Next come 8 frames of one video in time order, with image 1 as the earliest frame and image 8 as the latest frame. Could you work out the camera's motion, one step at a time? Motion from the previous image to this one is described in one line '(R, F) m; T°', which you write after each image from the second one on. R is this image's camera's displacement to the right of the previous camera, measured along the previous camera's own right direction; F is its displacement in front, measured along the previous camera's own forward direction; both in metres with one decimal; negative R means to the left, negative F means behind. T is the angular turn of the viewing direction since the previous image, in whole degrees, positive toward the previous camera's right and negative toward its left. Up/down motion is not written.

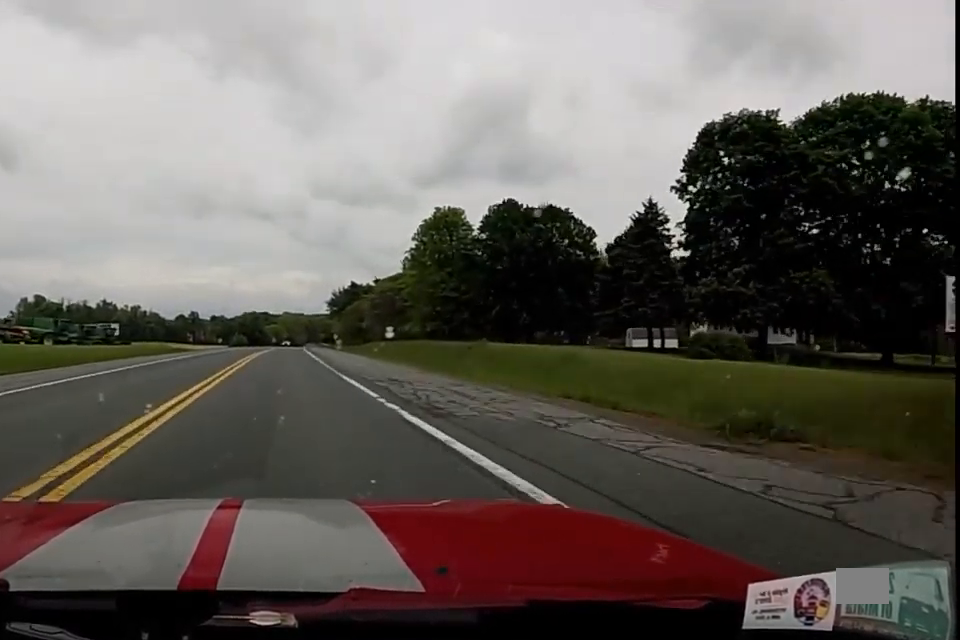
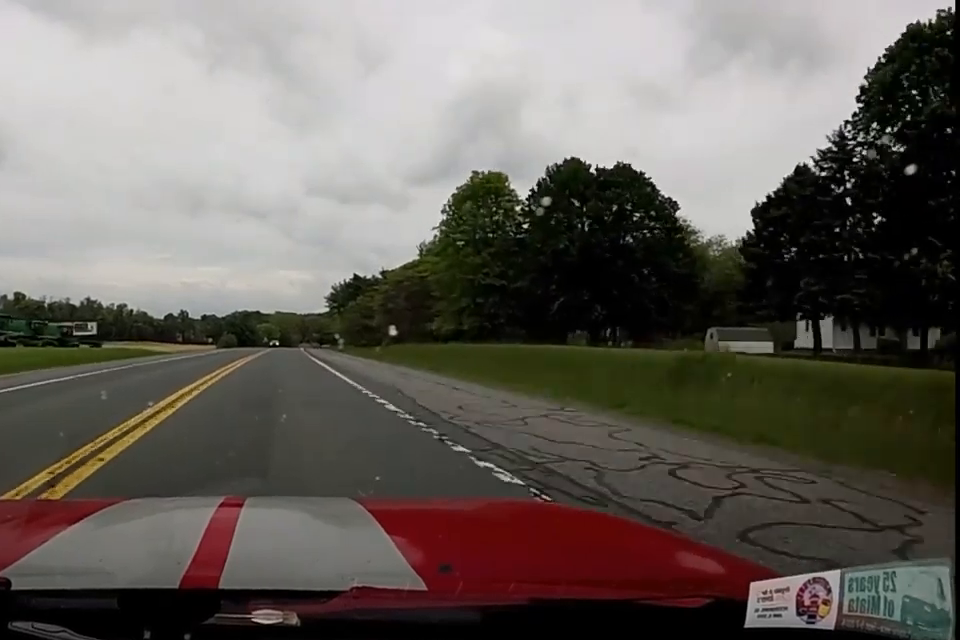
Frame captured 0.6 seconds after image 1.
(0.0, +16.8) m; 0°
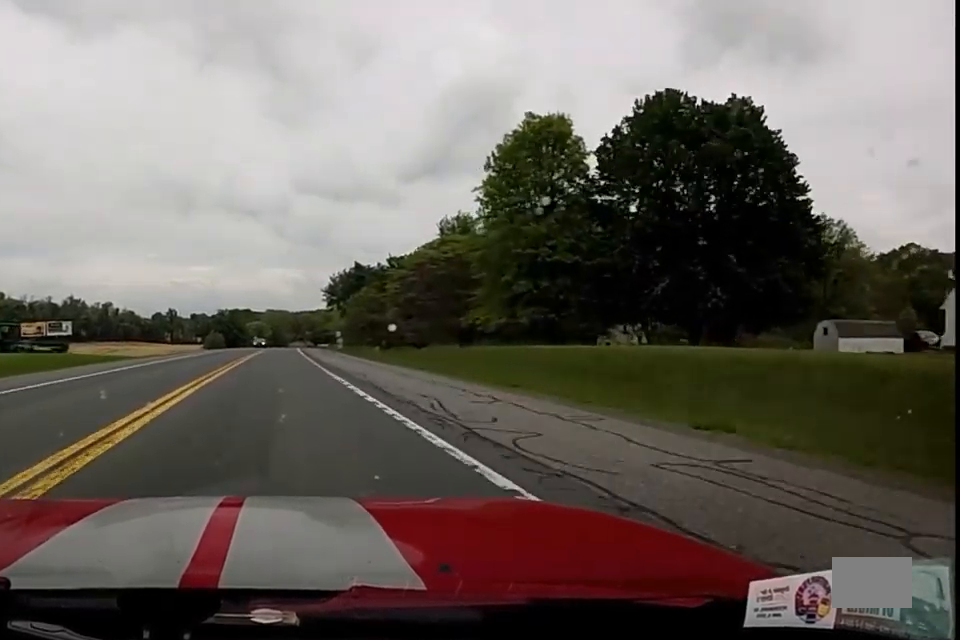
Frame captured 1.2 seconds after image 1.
(0.0, +15.0) m; 0°
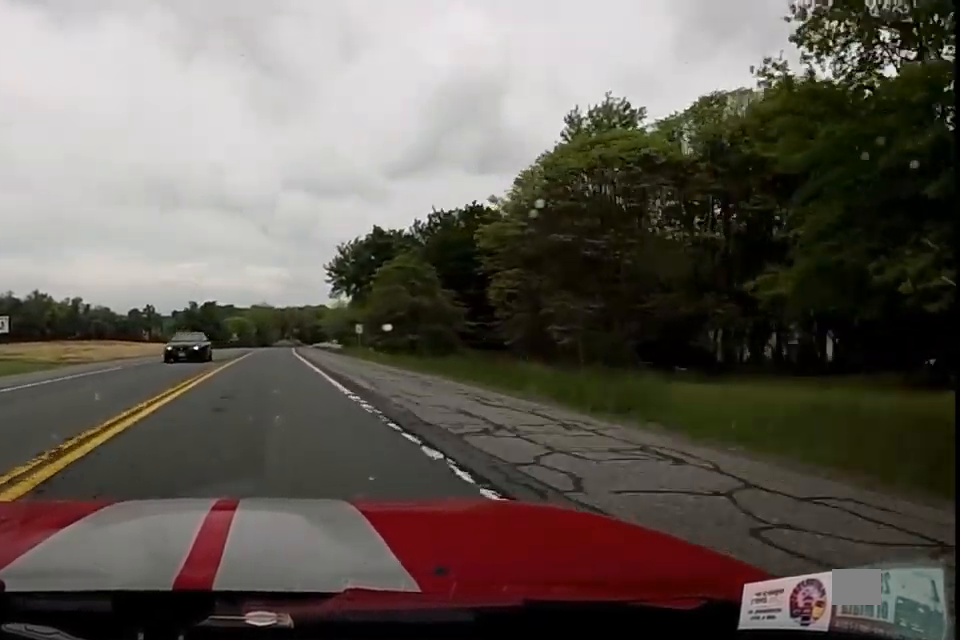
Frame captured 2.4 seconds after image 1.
(0.0, +32.7) m; 0°
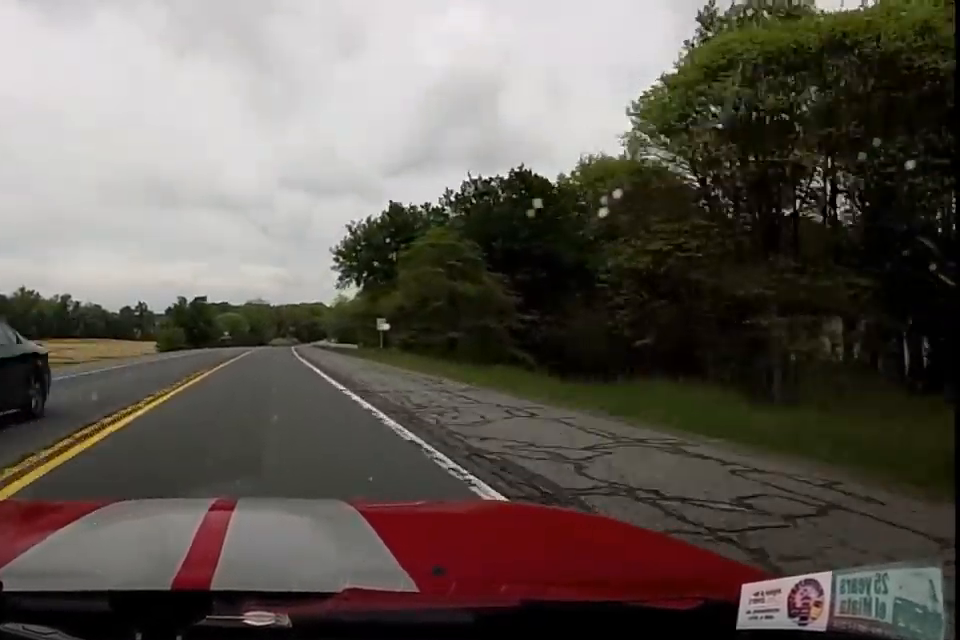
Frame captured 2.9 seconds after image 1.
(0.0, +12.4) m; 0°
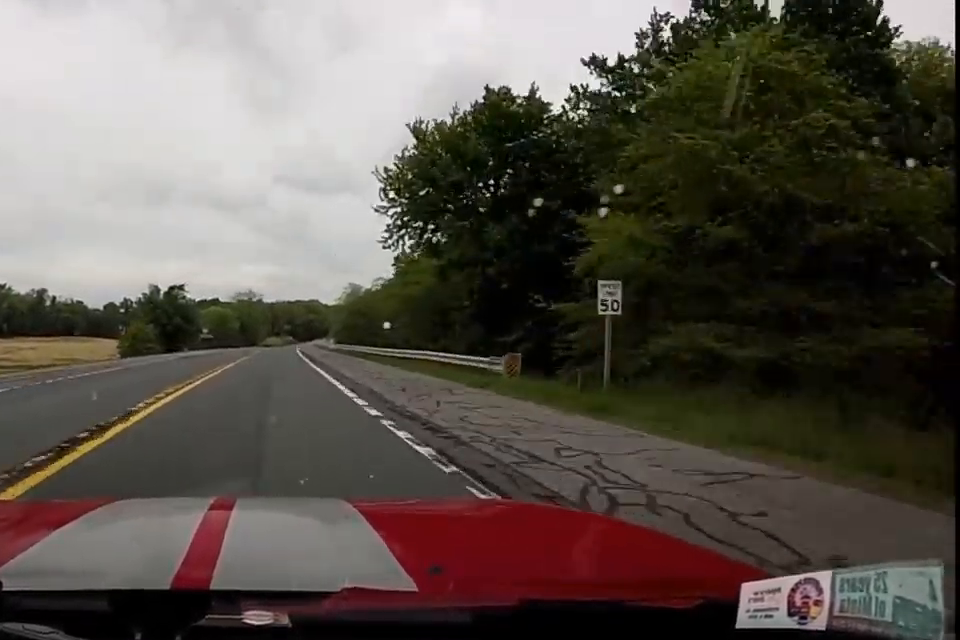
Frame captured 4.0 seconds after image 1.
(0.0, +28.6) m; +1°
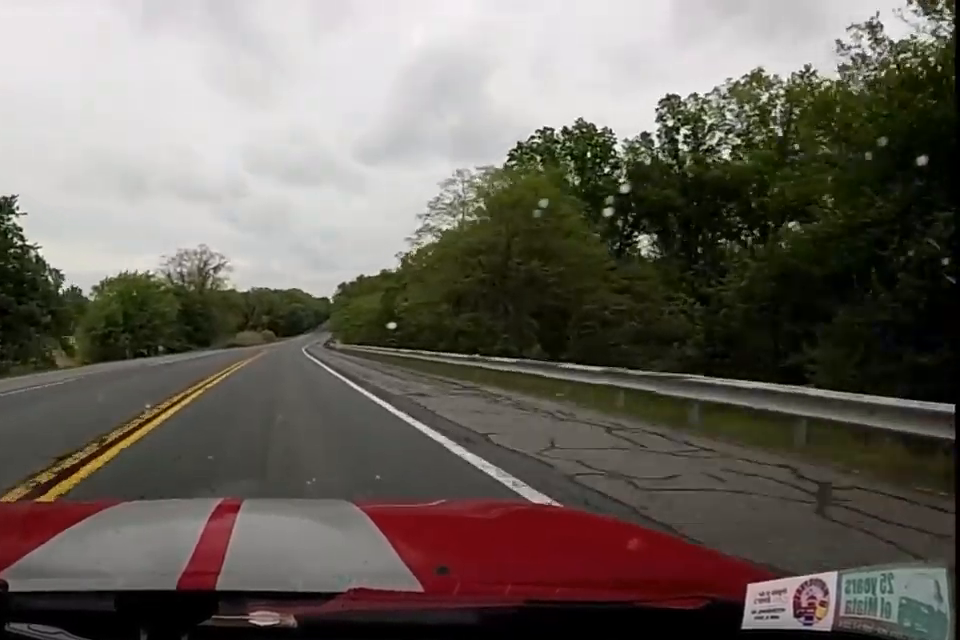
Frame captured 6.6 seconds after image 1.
(+1.7, +71.8) m; +6°
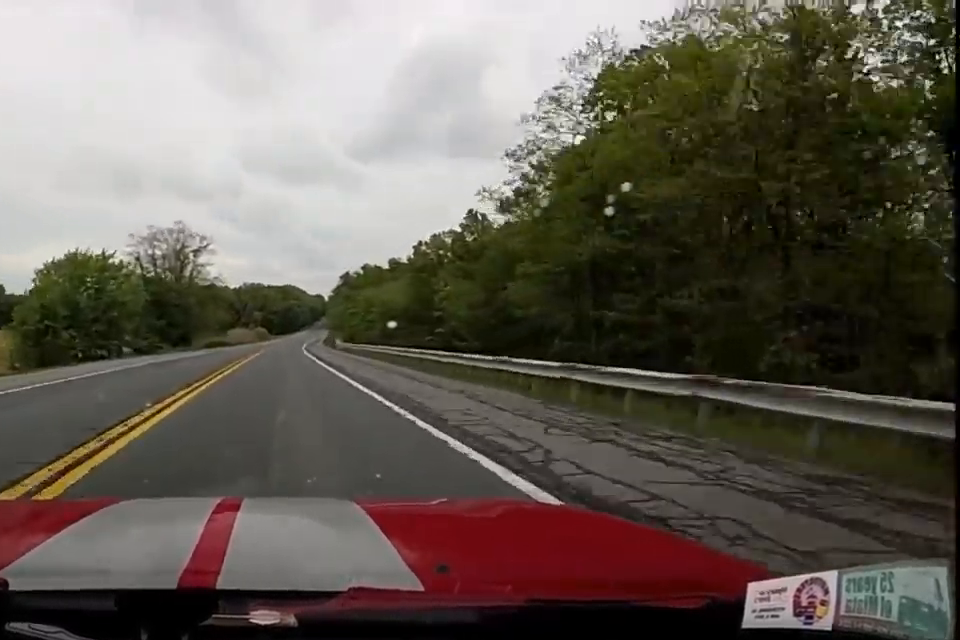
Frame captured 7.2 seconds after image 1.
(+1.7, +17.3) m; 0°
